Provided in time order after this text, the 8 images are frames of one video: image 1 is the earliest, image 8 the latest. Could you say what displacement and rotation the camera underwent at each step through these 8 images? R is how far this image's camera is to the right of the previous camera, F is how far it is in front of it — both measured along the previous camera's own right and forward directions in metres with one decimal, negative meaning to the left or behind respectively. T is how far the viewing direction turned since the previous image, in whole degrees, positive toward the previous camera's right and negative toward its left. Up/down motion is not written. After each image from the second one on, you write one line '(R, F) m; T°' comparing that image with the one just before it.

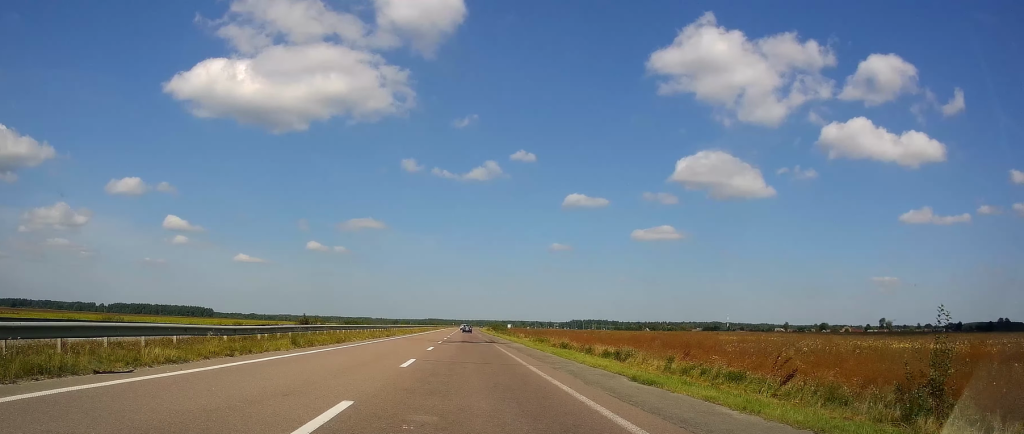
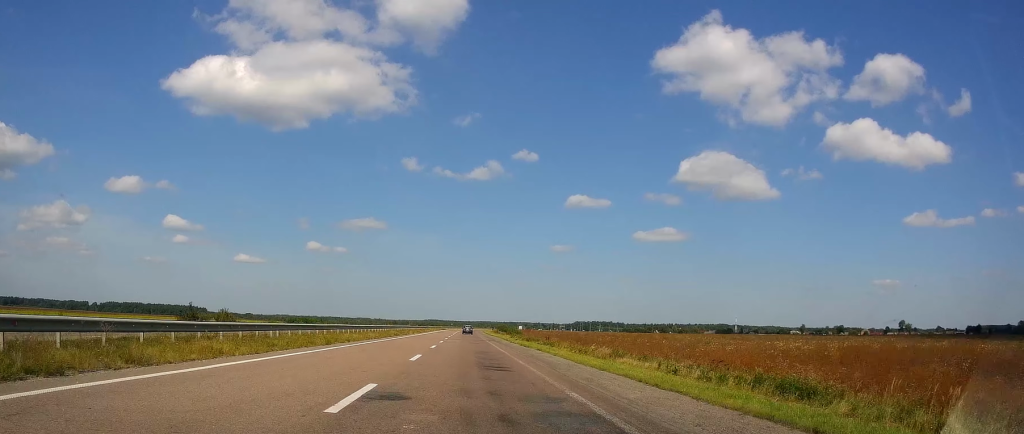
(+0.3, +47.2) m; 0°
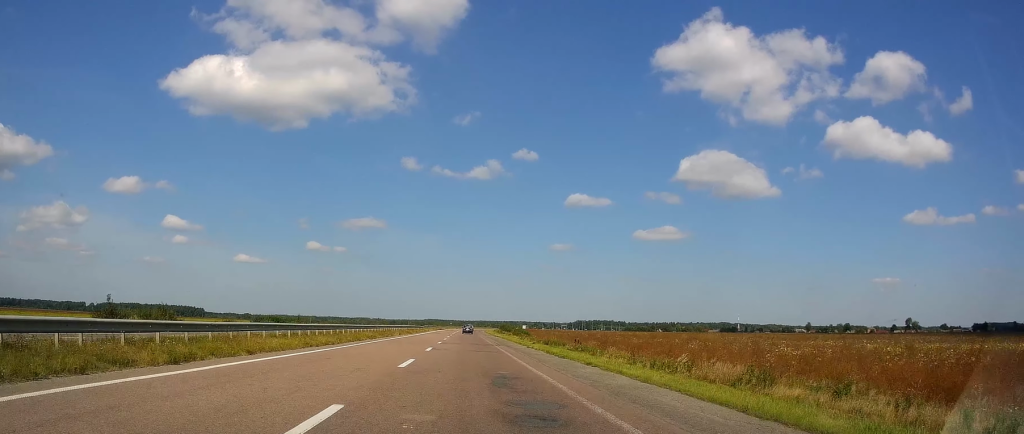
(-0.2, +15.8) m; 0°
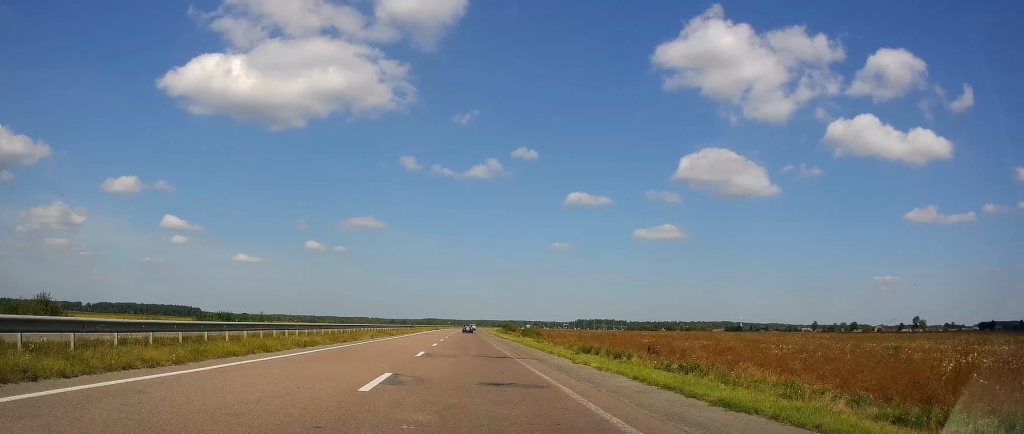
(-0.3, +18.7) m; 0°
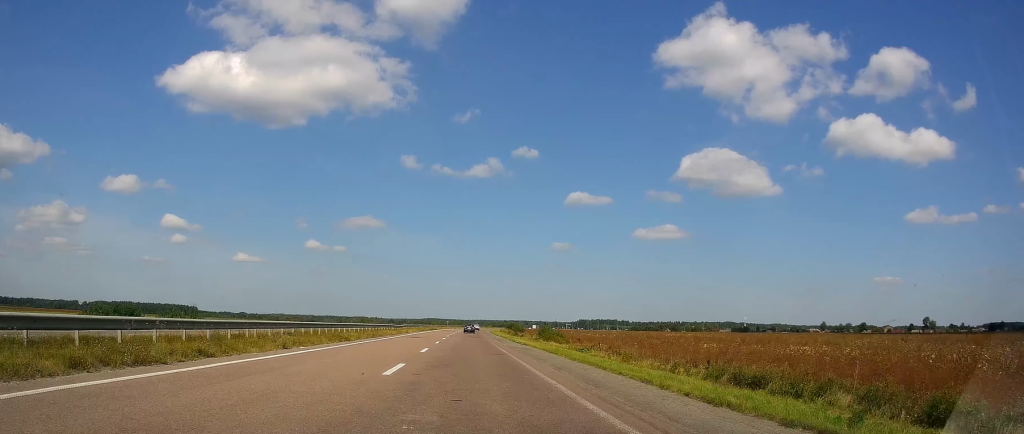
(+0.2, +21.5) m; 0°
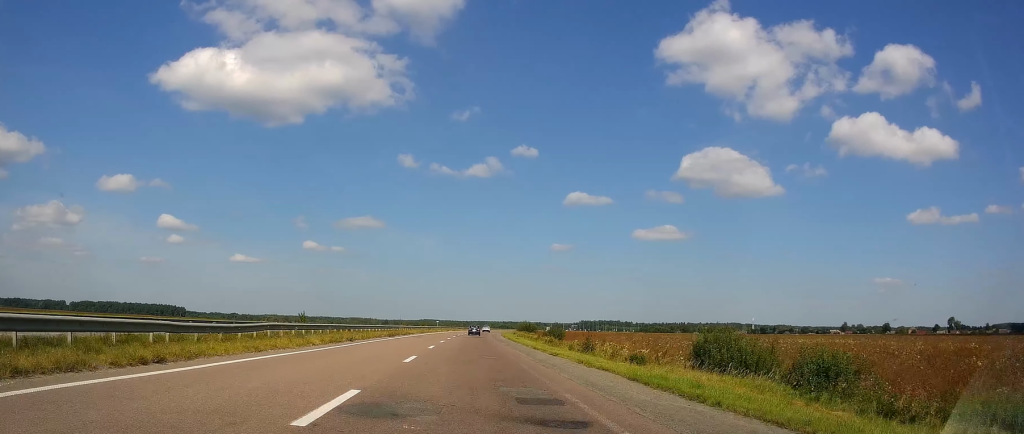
(0.0, +57.1) m; 0°
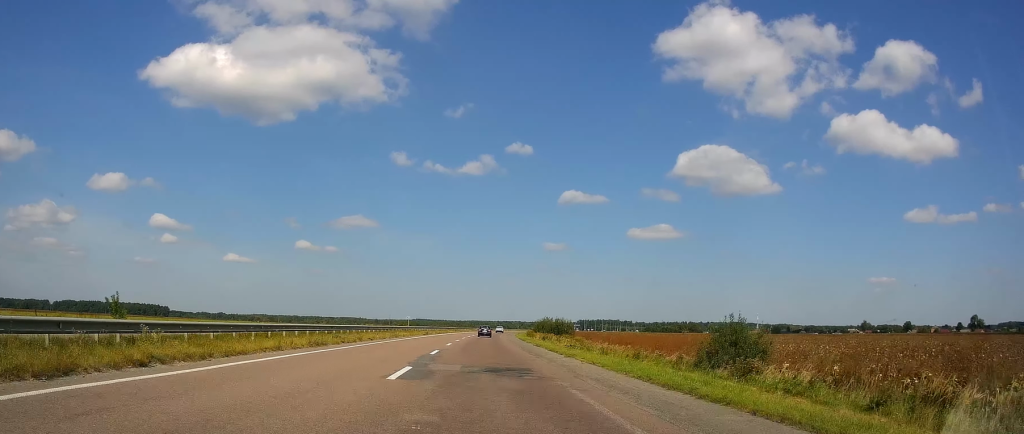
(+0.3, +55.7) m; +1°
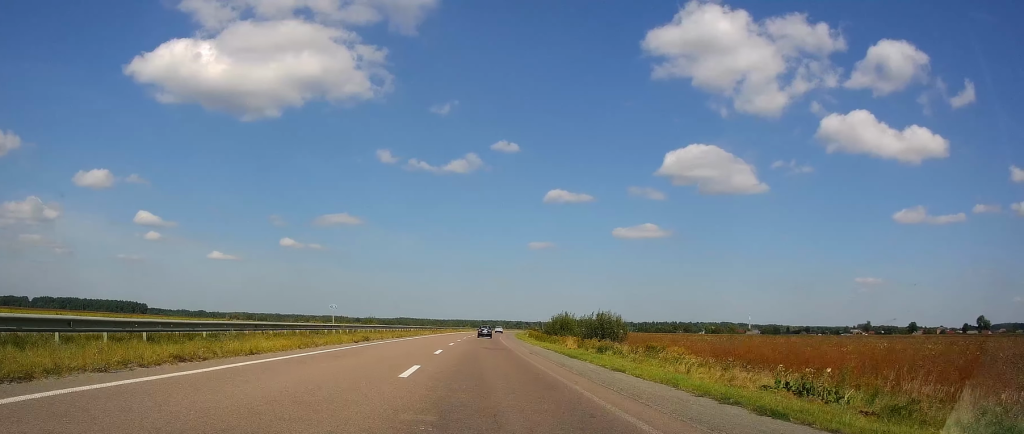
(+0.2, +37.2) m; 0°
